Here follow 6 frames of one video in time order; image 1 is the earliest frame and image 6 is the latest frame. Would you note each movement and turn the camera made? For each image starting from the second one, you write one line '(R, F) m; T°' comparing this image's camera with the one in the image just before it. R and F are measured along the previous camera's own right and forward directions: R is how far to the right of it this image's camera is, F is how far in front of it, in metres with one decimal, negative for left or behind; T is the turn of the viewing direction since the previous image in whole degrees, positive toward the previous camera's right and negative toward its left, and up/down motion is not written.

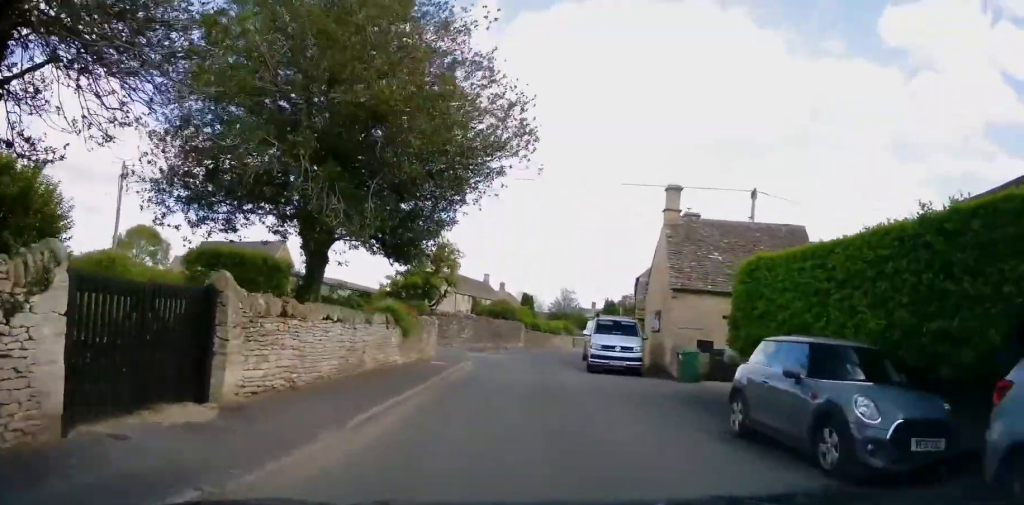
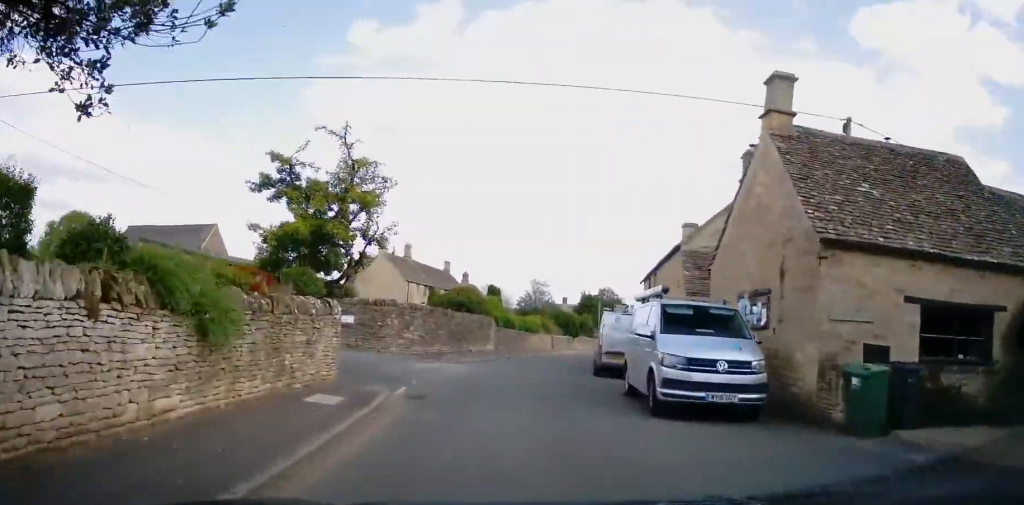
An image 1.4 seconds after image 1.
(0.0, +11.7) m; +3°
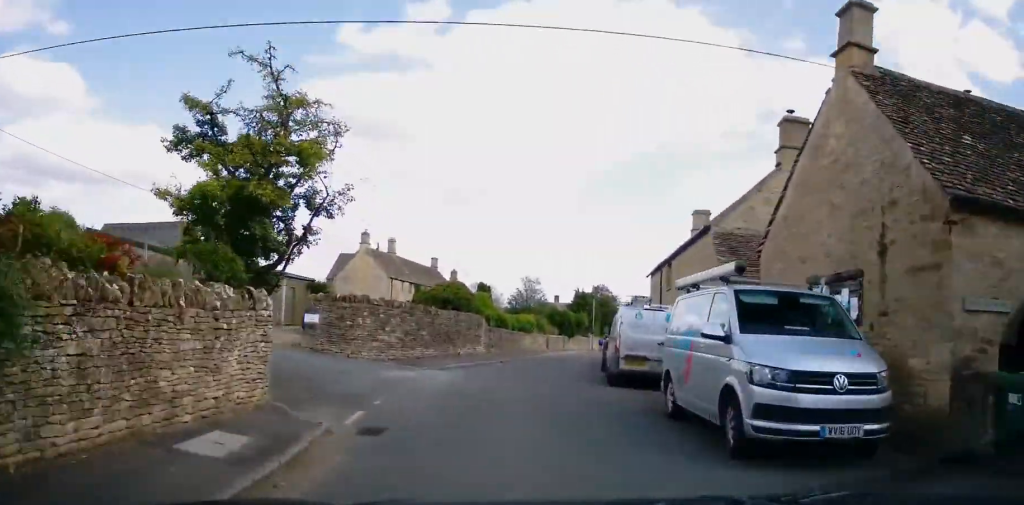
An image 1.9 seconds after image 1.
(0.0, +3.5) m; +2°
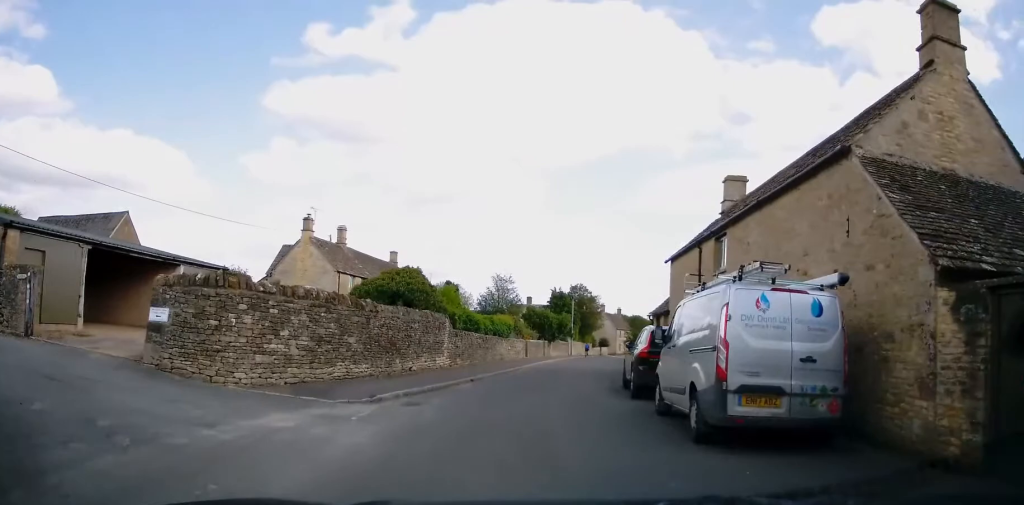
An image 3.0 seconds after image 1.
(+0.6, +8.4) m; +6°
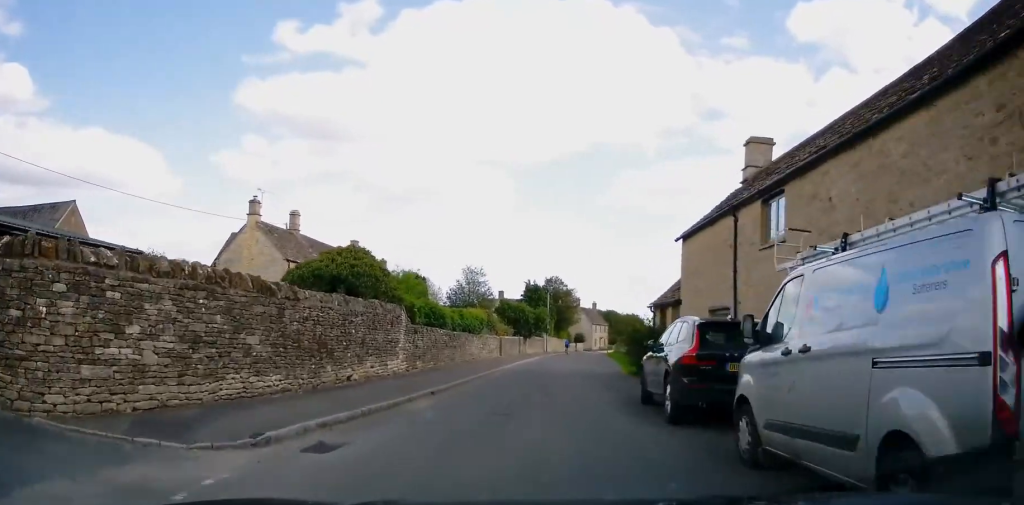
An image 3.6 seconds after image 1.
(+0.3, +4.6) m; 0°
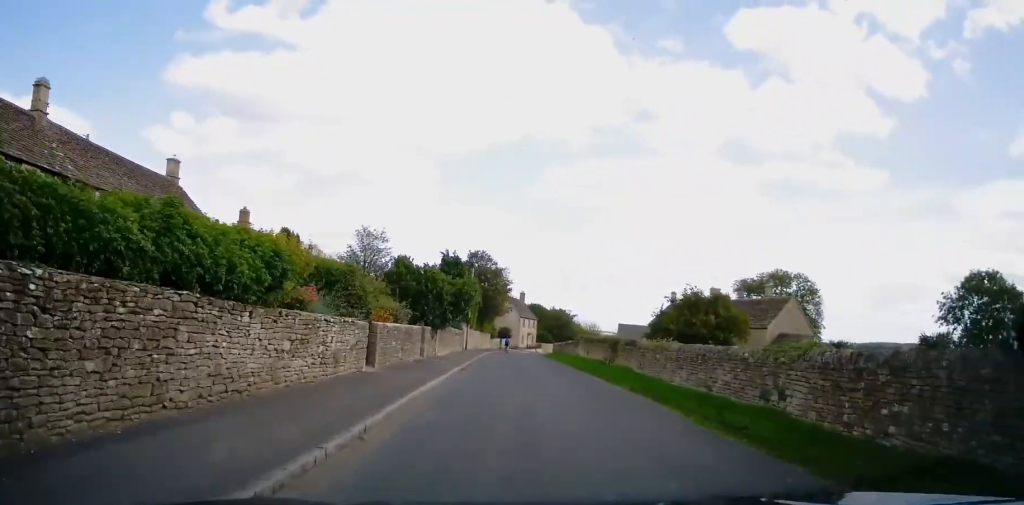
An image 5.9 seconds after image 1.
(-0.4, +18.8) m; +7°
